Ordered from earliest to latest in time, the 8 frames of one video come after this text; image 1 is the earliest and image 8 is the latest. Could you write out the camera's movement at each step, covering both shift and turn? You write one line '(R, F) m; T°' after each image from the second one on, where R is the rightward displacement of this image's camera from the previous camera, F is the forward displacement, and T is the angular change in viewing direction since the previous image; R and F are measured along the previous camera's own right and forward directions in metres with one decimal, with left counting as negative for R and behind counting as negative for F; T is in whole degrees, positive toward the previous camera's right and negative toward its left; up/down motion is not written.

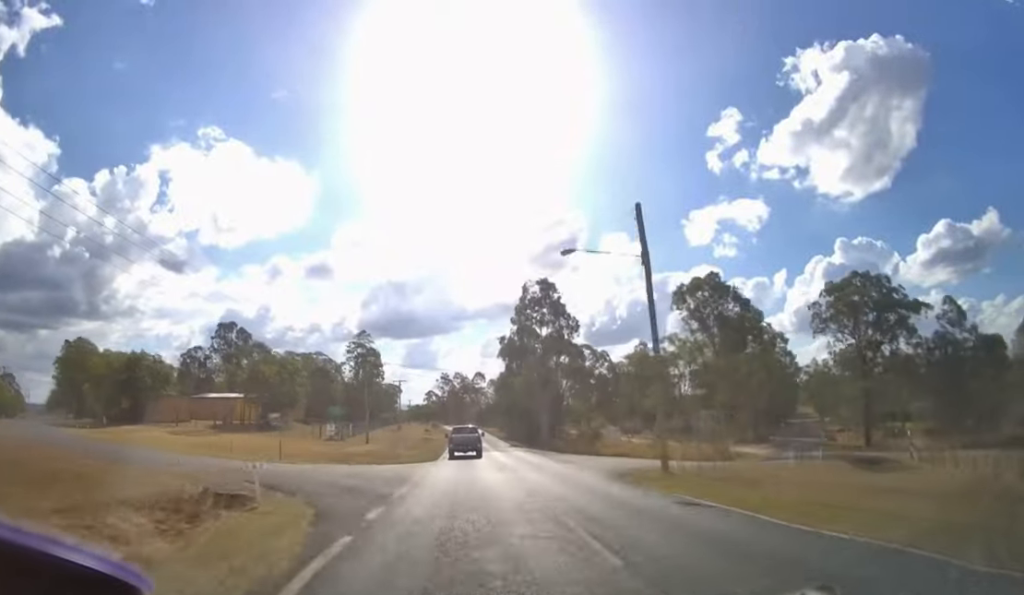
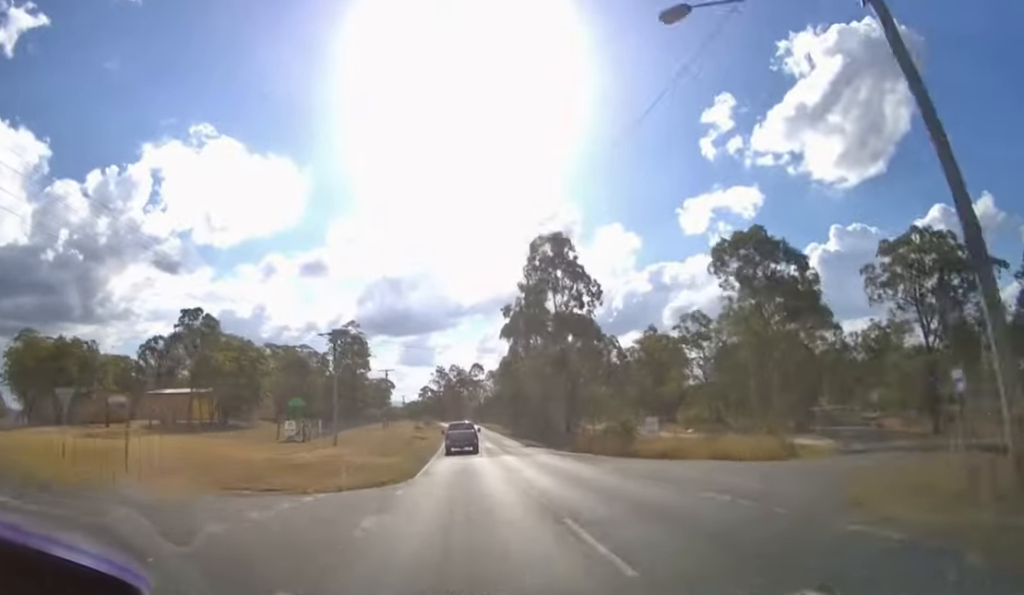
(0.0, +13.6) m; 0°
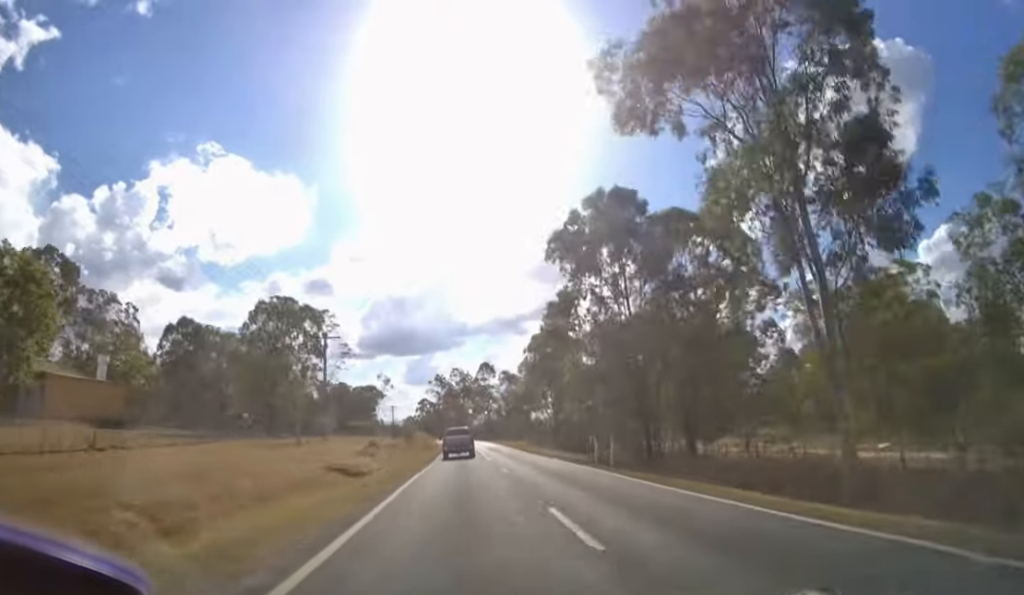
(-0.2, +40.3) m; -1°
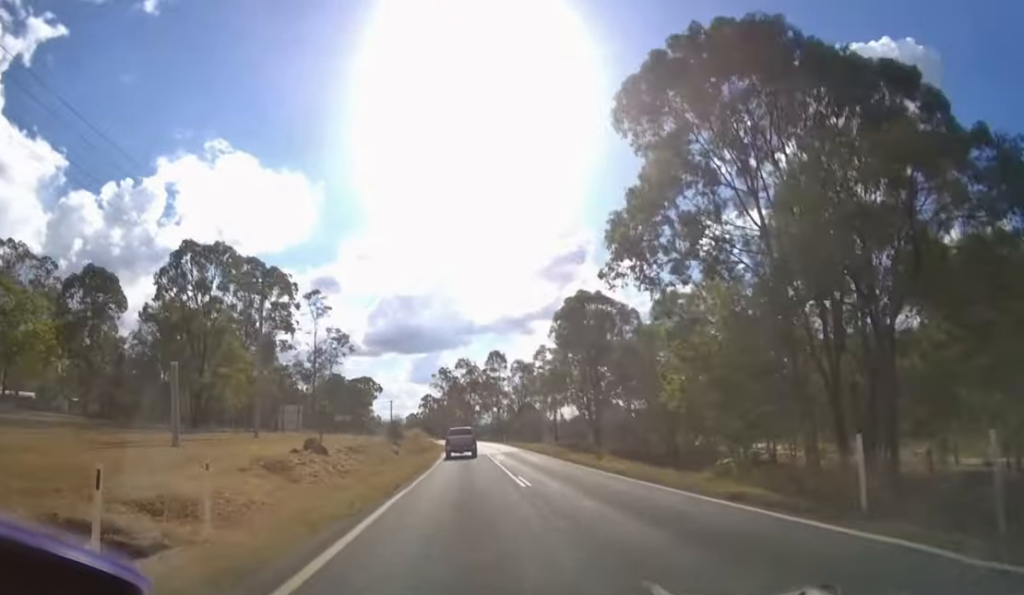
(0.0, +14.8) m; 0°
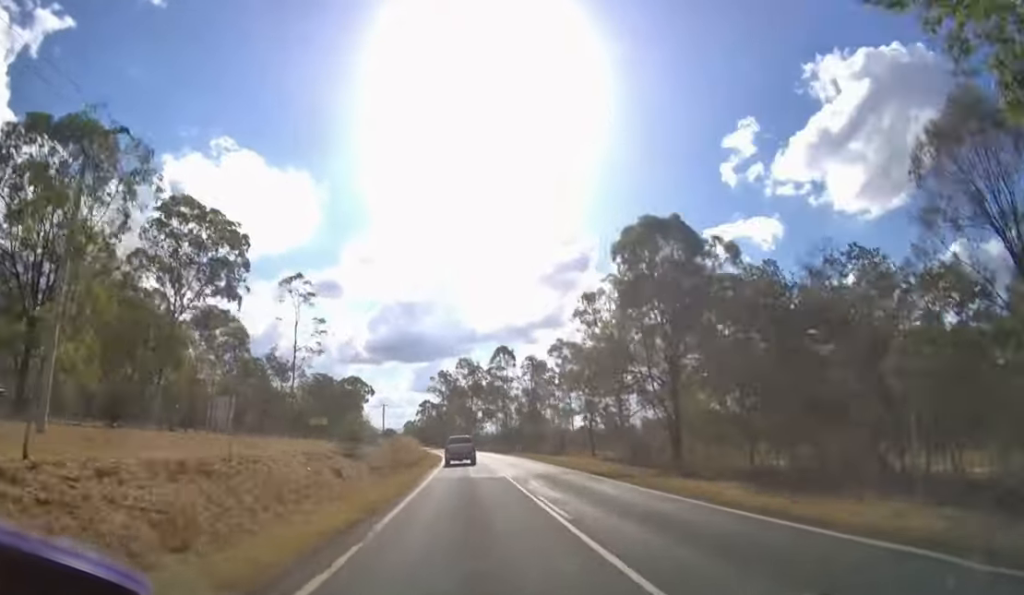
(0.0, +14.4) m; 0°
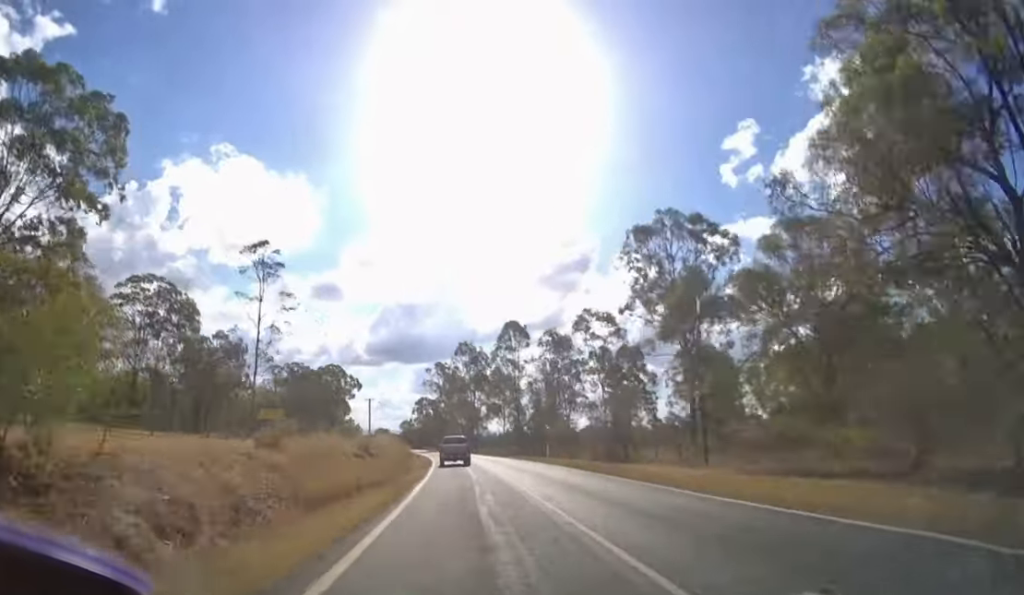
(-0.1, +16.1) m; 0°
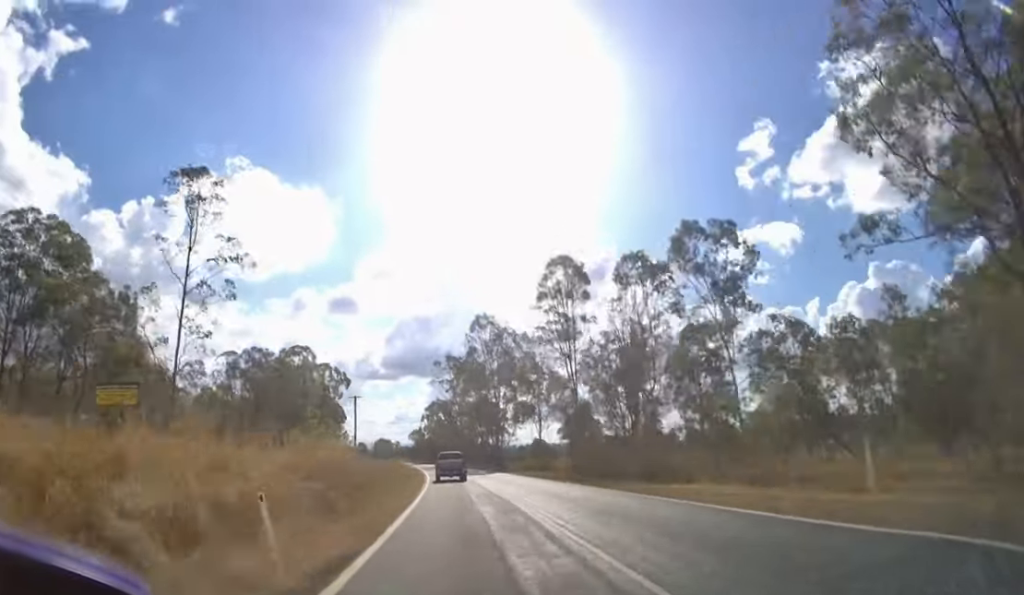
(-0.2, +22.9) m; -1°
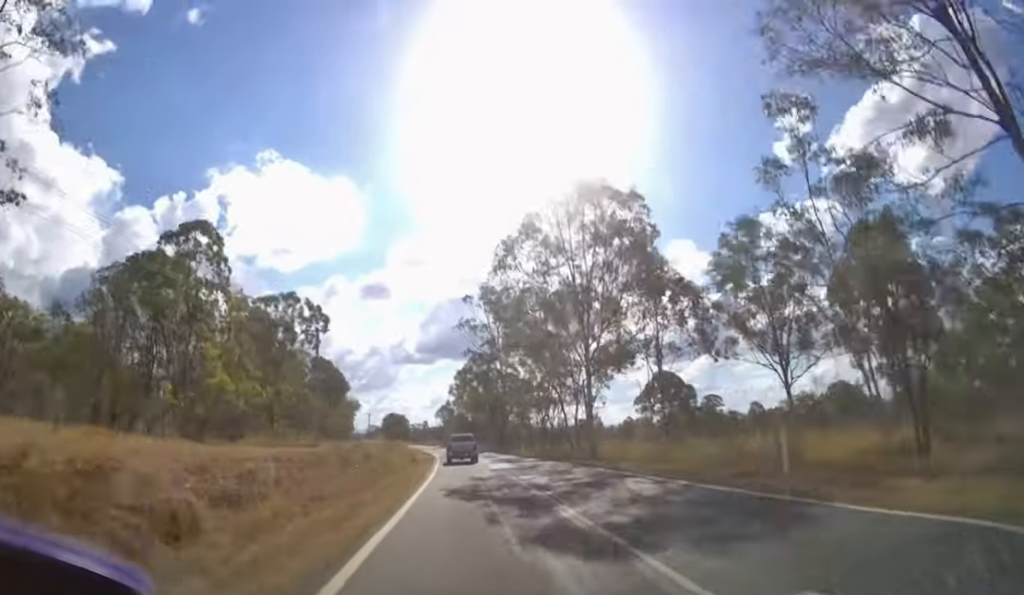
(-0.8, +32.1) m; -3°
